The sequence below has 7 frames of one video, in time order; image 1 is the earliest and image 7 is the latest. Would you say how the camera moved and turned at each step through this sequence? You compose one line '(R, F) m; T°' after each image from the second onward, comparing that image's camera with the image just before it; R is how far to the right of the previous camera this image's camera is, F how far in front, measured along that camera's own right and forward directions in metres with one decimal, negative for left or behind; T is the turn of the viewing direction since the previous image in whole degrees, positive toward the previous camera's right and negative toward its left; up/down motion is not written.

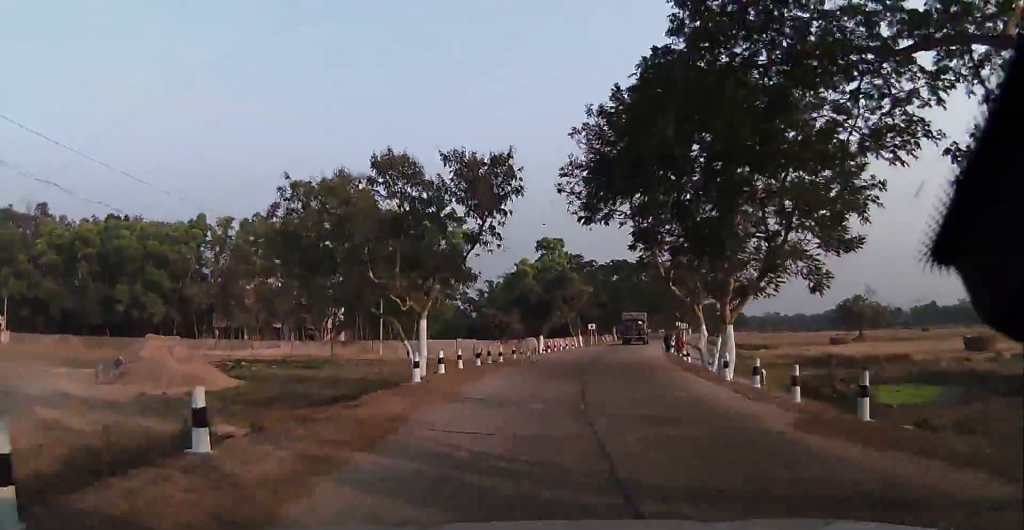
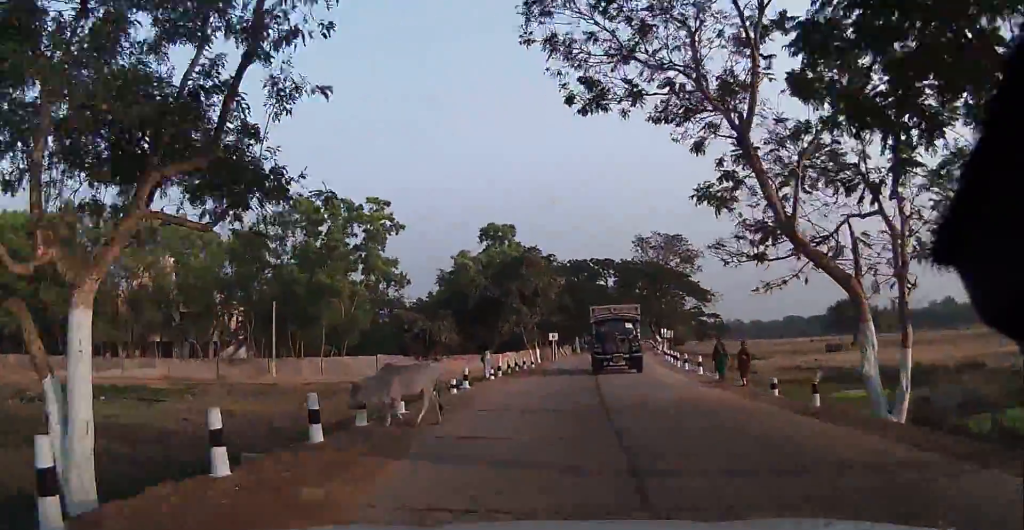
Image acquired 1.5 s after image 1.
(+0.9, +15.8) m; +5°
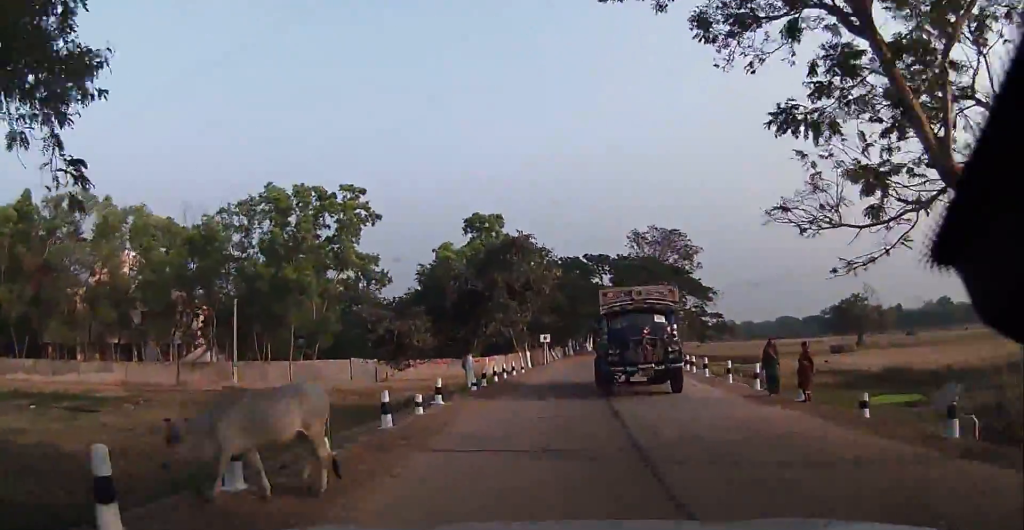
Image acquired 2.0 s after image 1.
(0.0, +5.4) m; 0°
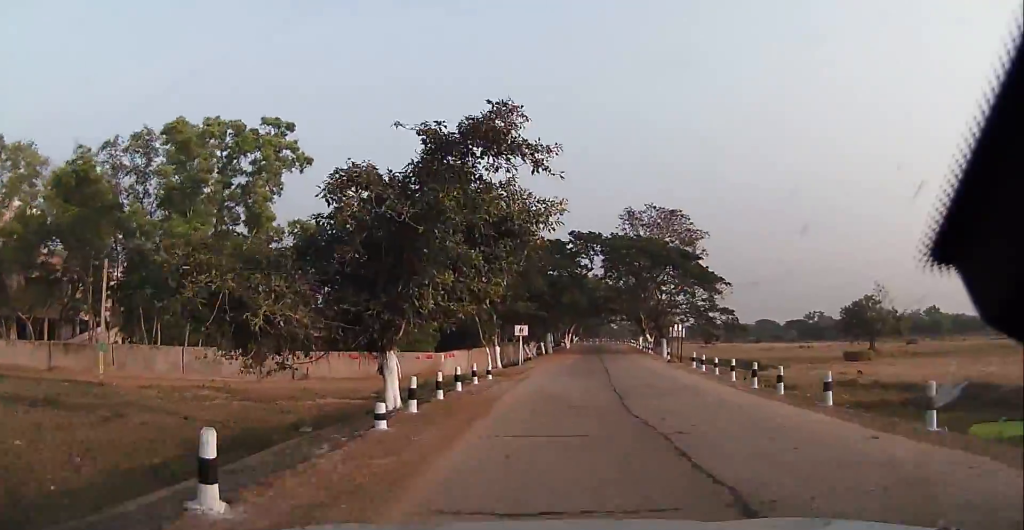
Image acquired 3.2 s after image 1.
(-0.1, +13.5) m; +3°
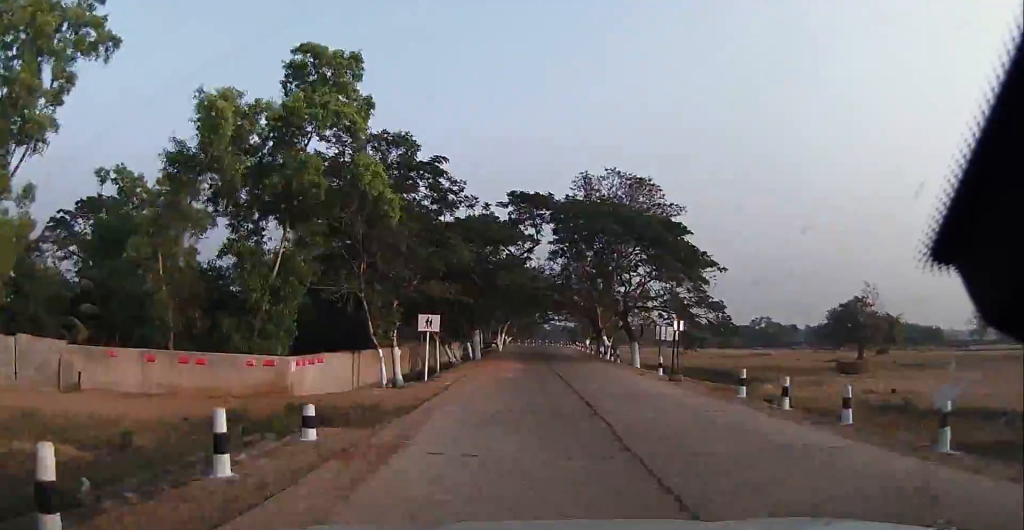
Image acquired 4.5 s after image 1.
(+1.3, +16.6) m; +5°
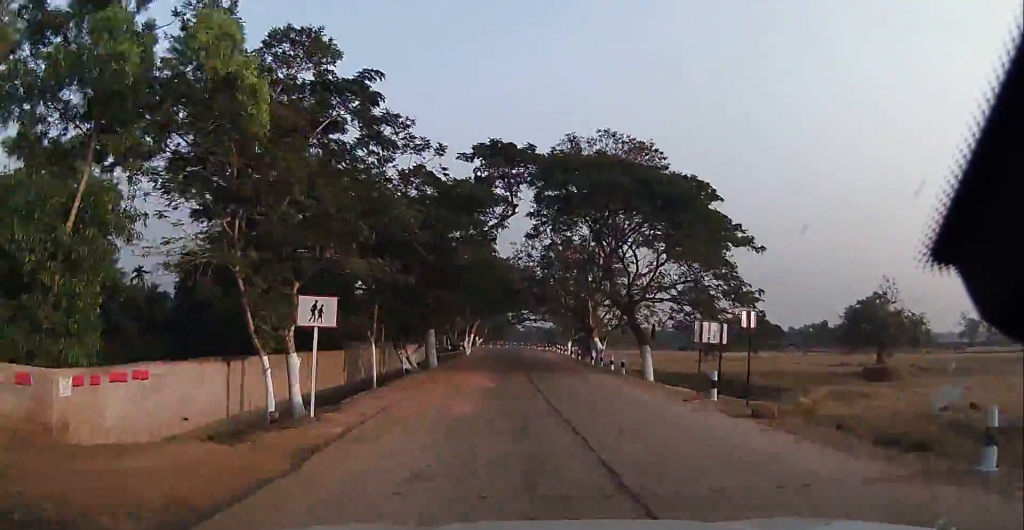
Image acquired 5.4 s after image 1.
(-0.3, +11.9) m; -1°
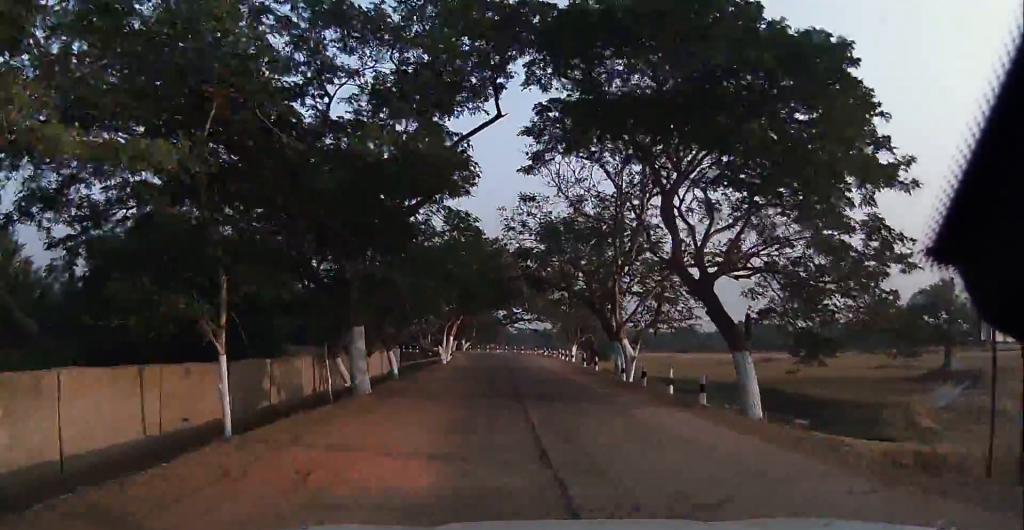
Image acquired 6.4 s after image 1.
(0.0, +14.6) m; 0°
